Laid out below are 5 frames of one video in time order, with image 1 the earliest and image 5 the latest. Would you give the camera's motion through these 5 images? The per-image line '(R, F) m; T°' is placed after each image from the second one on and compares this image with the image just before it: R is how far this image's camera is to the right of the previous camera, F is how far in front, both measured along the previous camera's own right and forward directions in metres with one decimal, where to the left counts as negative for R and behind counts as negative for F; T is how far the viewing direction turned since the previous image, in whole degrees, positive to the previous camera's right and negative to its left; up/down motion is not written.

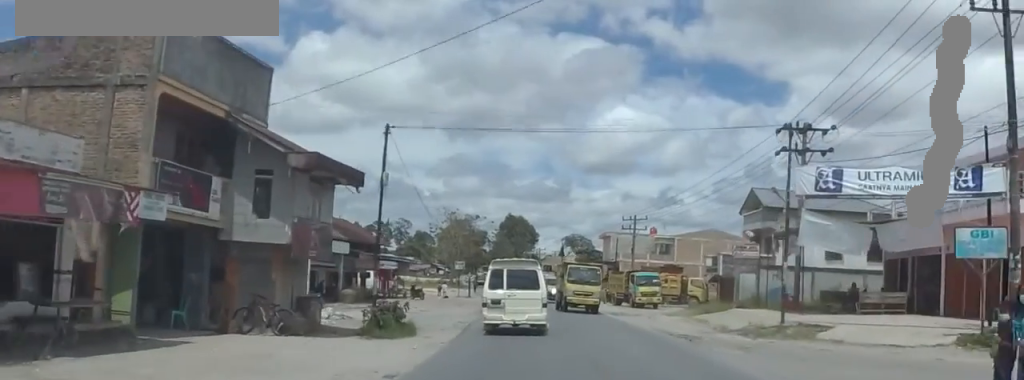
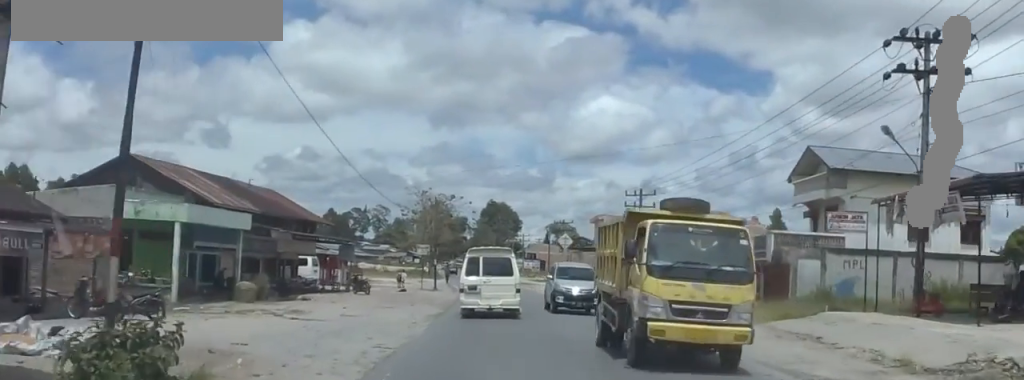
(+1.4, +15.7) m; +5°
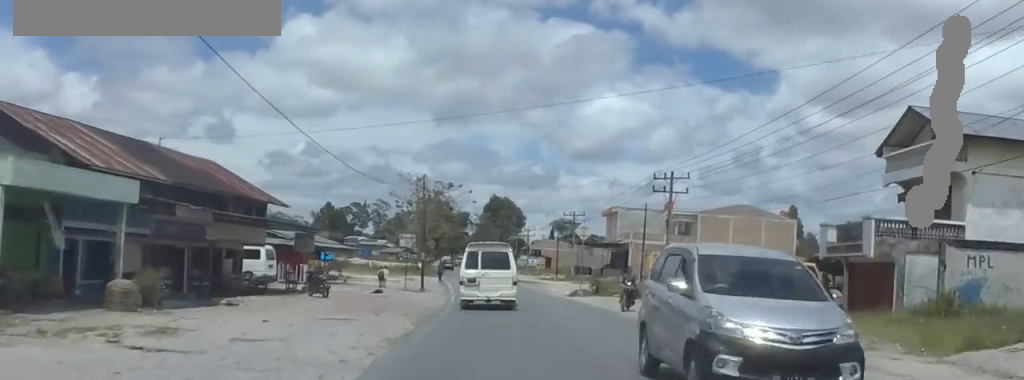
(+0.2, +11.6) m; -2°
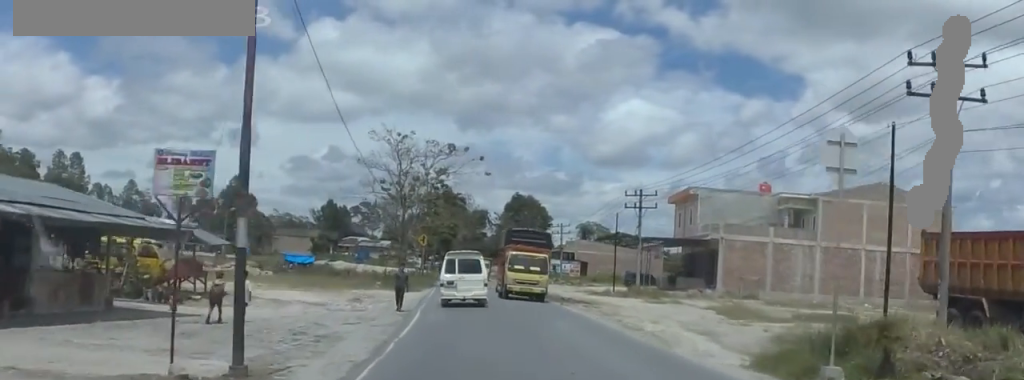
(-2.1, +36.1) m; -1°
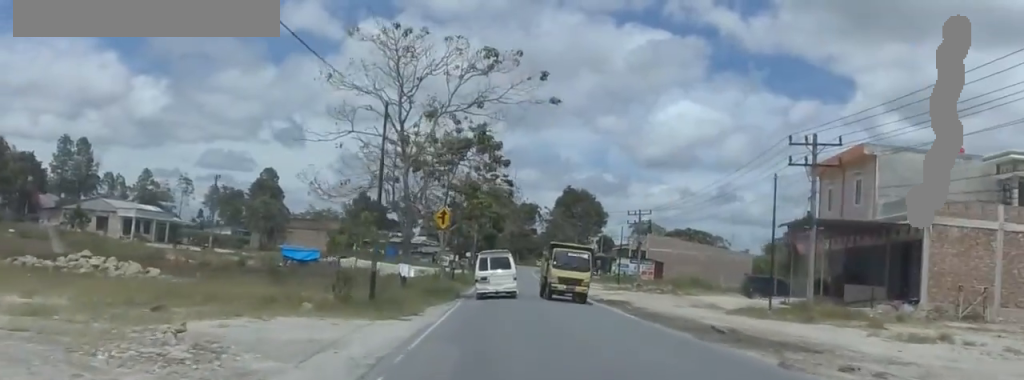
(+0.5, +28.1) m; -2°
